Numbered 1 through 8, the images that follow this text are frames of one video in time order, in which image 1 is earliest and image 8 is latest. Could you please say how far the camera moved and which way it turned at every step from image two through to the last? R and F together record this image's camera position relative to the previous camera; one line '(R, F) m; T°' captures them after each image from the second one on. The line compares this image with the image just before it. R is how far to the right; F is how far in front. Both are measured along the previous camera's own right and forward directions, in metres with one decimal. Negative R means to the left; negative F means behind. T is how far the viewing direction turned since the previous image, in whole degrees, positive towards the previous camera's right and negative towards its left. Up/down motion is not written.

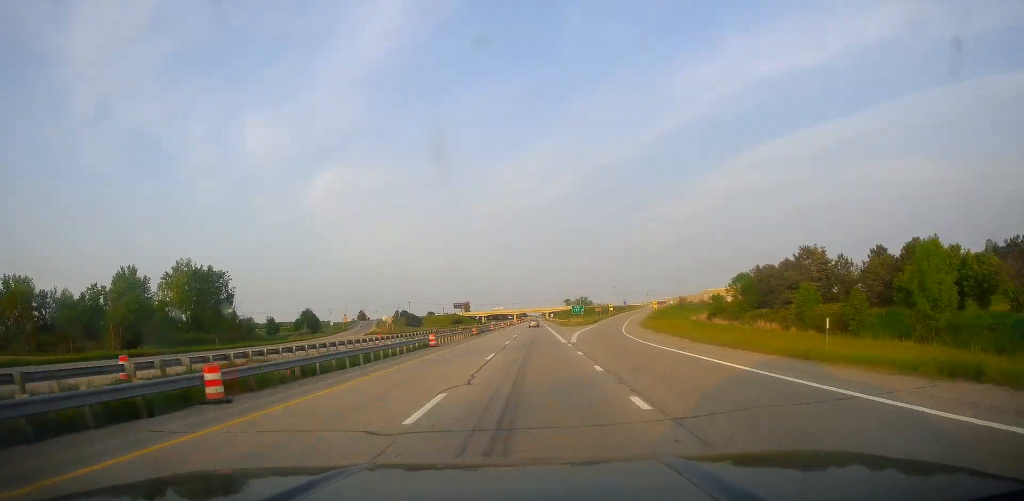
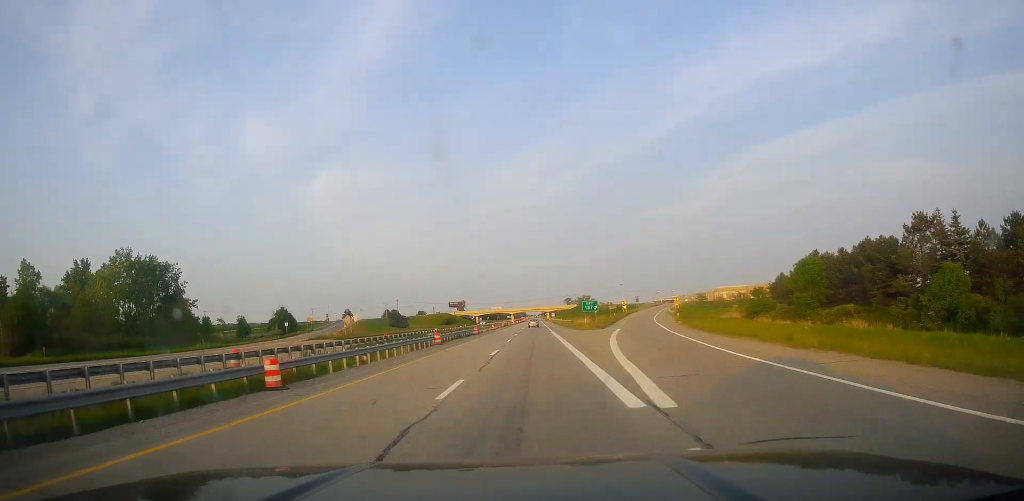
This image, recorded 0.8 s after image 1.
(-0.1, +27.1) m; 0°
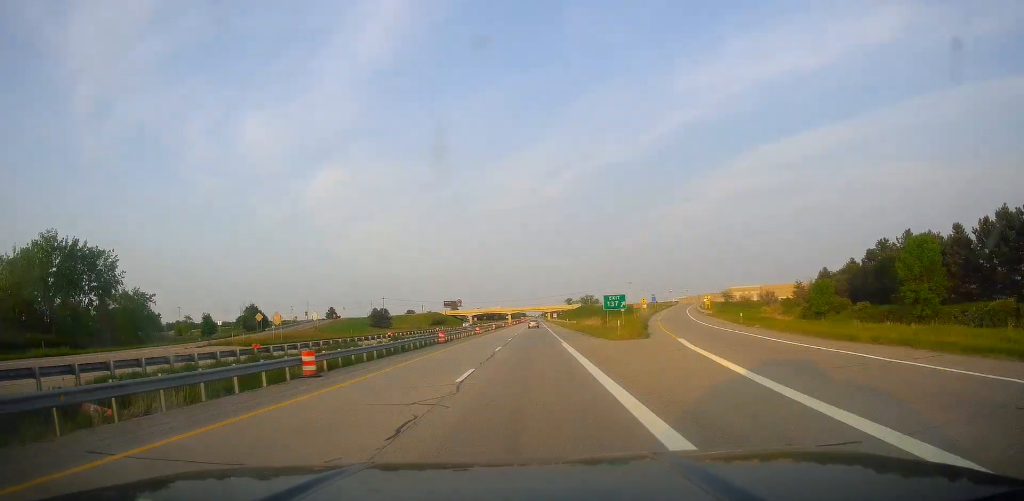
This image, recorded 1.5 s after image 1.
(-0.4, +27.1) m; 0°
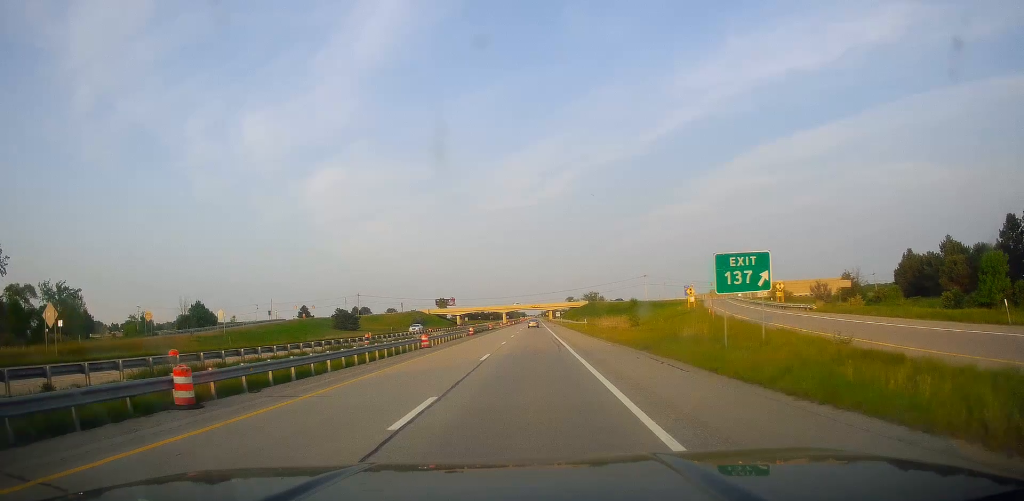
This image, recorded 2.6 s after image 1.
(+0.5, +37.6) m; 0°
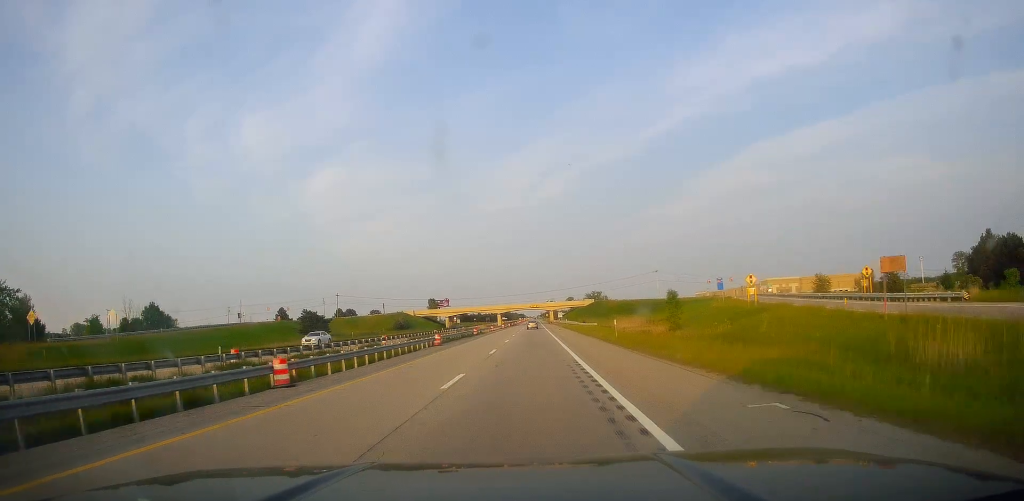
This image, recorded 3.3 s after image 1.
(-0.4, +24.5) m; 0°
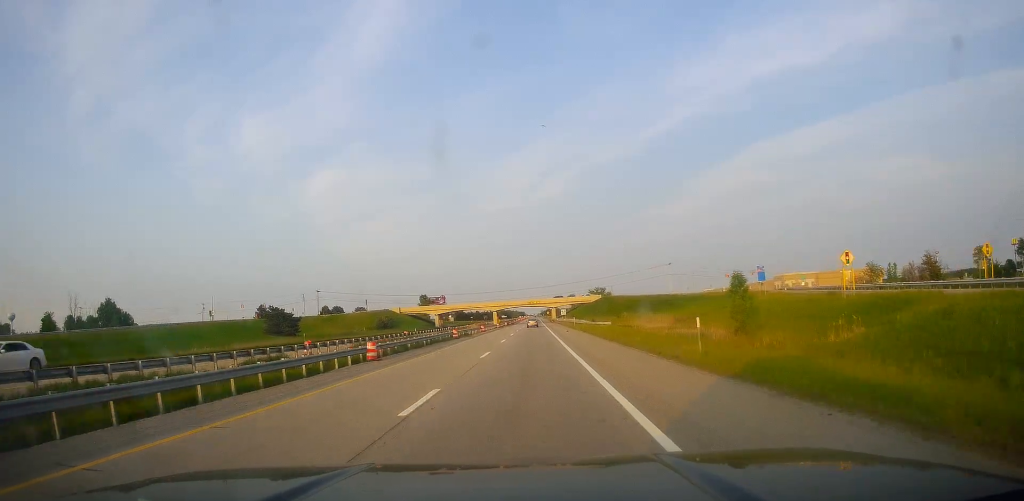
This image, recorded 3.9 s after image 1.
(+0.1, +19.7) m; 0°
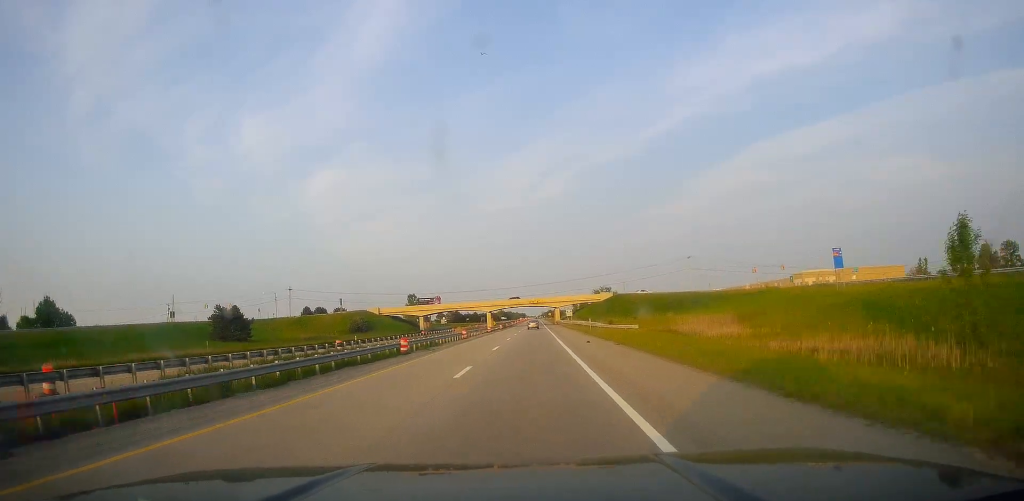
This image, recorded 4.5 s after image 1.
(+0.3, +23.1) m; +1°
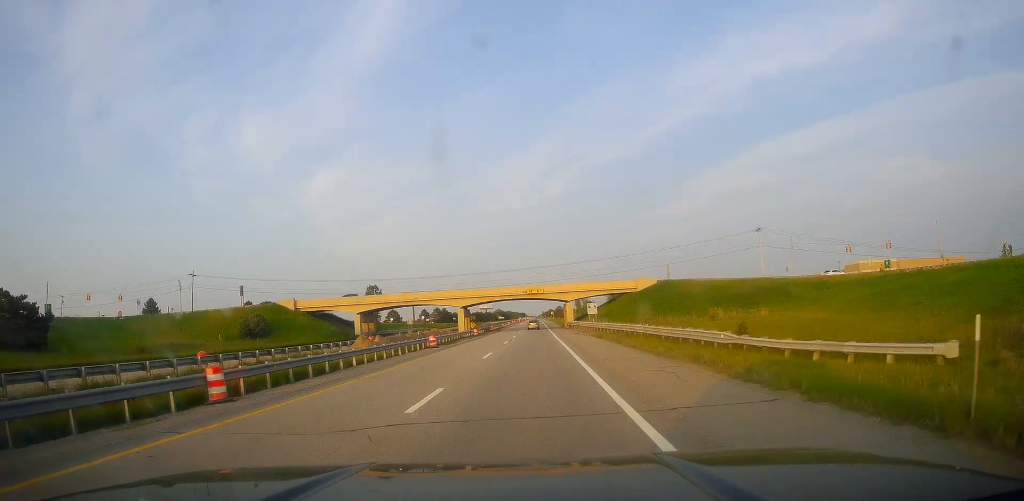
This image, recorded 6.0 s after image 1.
(-0.5, +52.2) m; -1°
